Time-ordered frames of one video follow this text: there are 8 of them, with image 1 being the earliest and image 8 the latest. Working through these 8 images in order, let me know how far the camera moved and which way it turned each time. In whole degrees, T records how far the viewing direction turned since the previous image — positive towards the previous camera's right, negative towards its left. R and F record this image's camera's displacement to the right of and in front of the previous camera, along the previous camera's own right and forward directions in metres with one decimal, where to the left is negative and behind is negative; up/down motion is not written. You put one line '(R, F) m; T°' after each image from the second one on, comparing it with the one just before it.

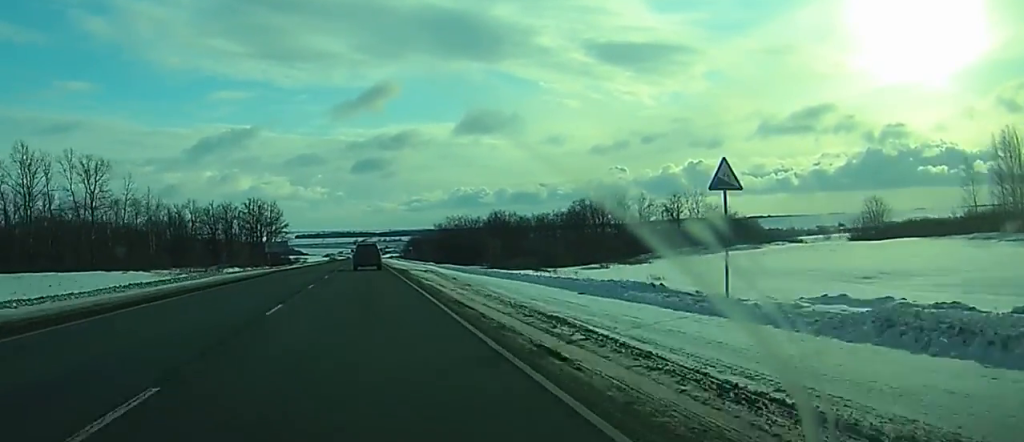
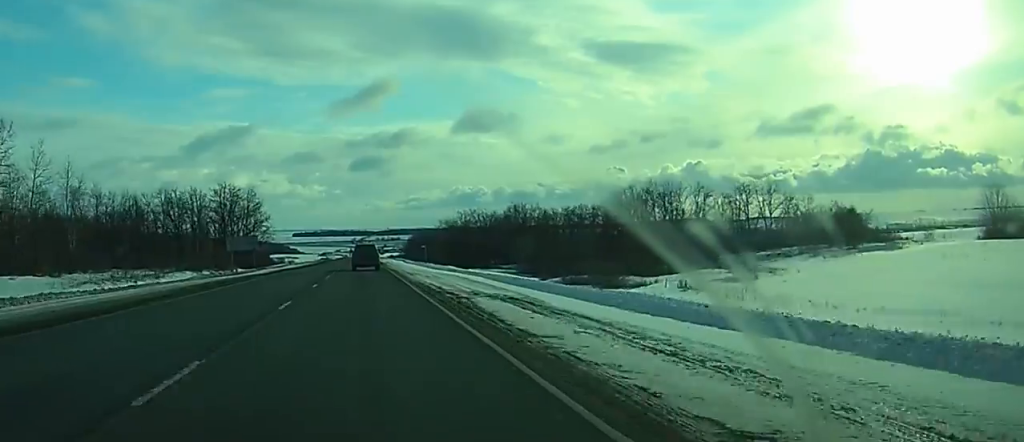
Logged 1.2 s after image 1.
(0.0, +34.0) m; 0°
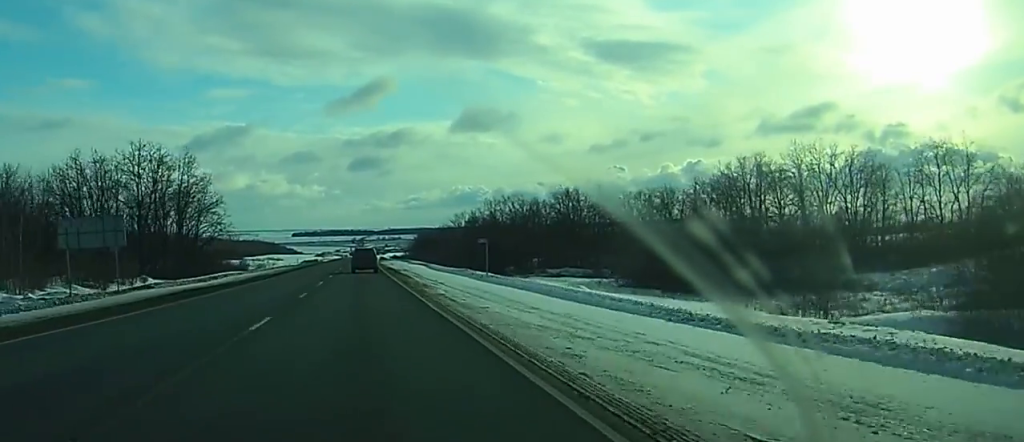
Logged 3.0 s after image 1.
(+0.2, +52.7) m; 0°
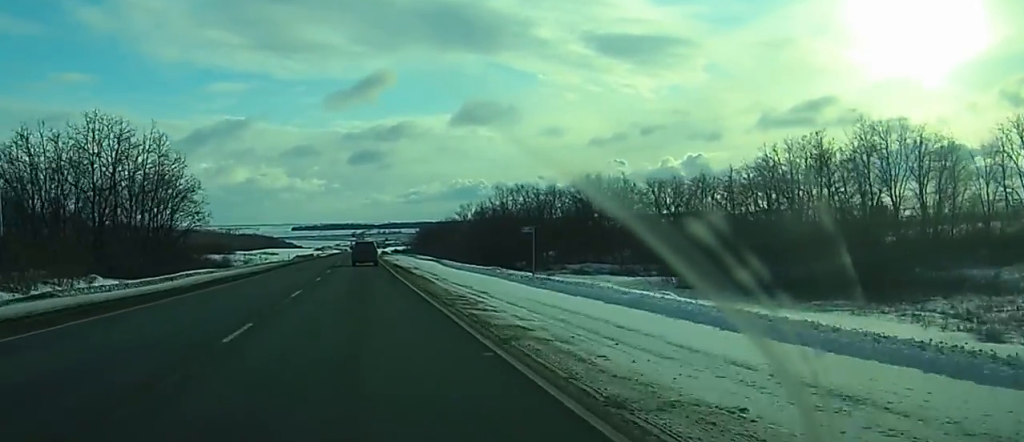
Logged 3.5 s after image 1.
(0.0, +14.7) m; 0°
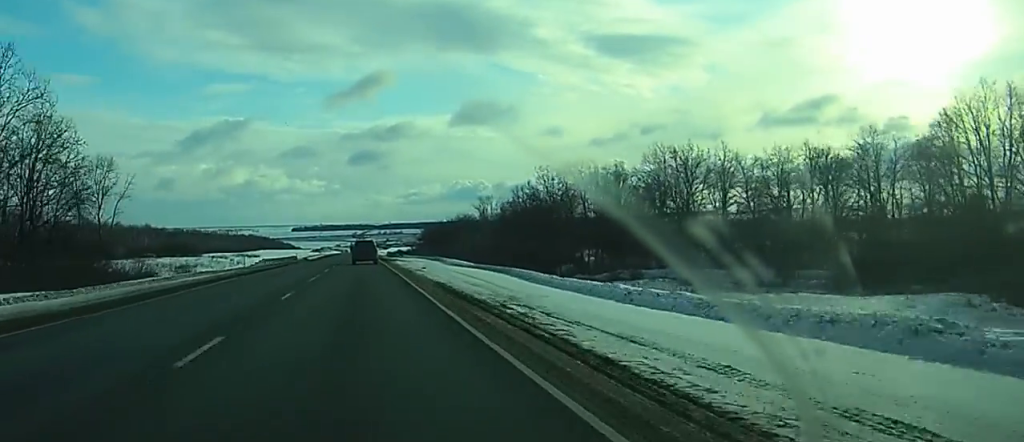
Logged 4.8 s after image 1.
(-0.1, +39.1) m; 0°
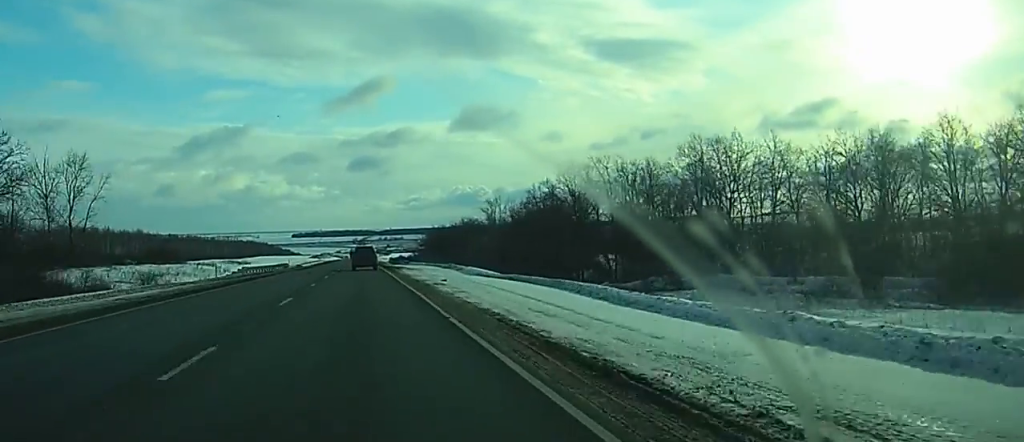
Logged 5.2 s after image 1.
(0.0, +12.7) m; 0°
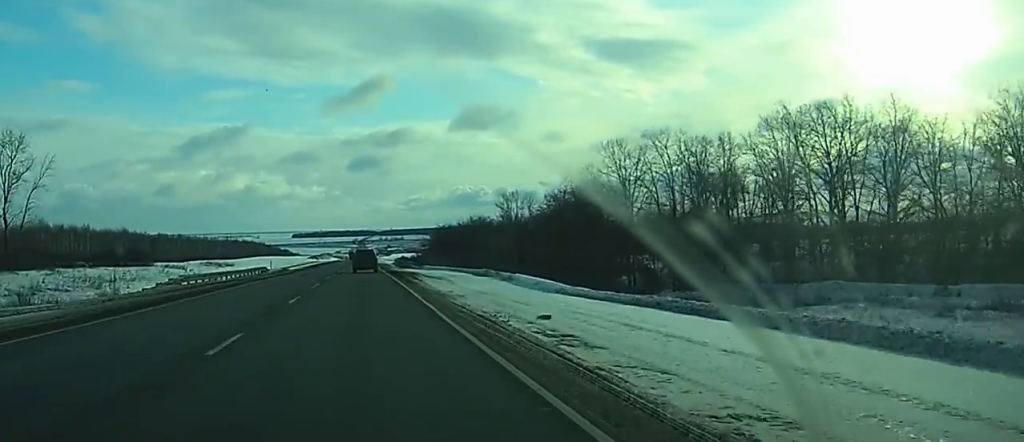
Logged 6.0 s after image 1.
(0.0, +21.4) m; 0°
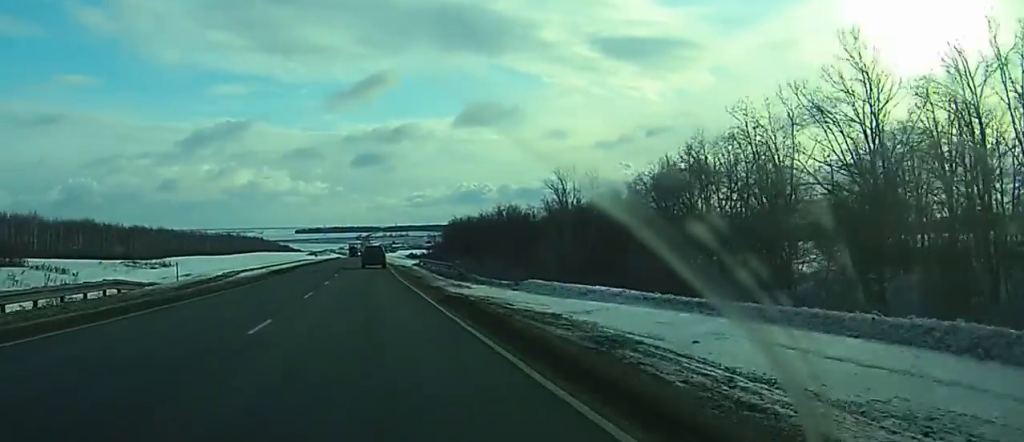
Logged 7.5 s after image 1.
(+0.1, +44.6) m; 0°
